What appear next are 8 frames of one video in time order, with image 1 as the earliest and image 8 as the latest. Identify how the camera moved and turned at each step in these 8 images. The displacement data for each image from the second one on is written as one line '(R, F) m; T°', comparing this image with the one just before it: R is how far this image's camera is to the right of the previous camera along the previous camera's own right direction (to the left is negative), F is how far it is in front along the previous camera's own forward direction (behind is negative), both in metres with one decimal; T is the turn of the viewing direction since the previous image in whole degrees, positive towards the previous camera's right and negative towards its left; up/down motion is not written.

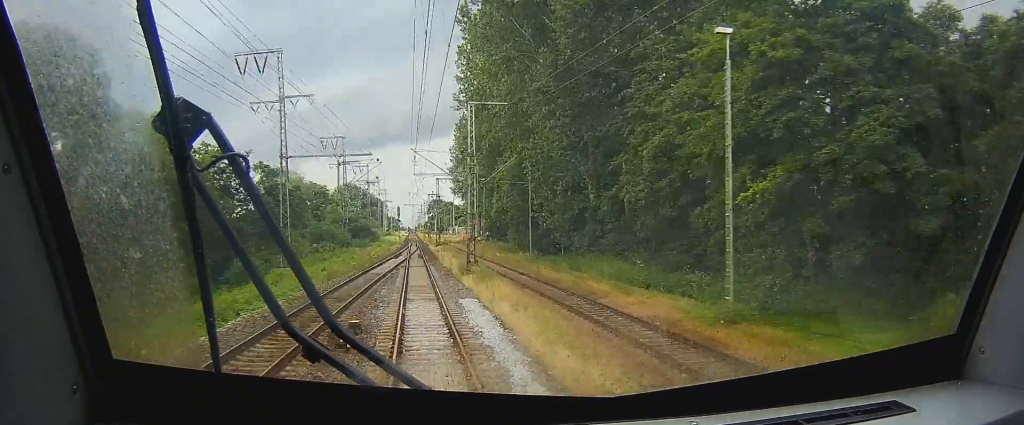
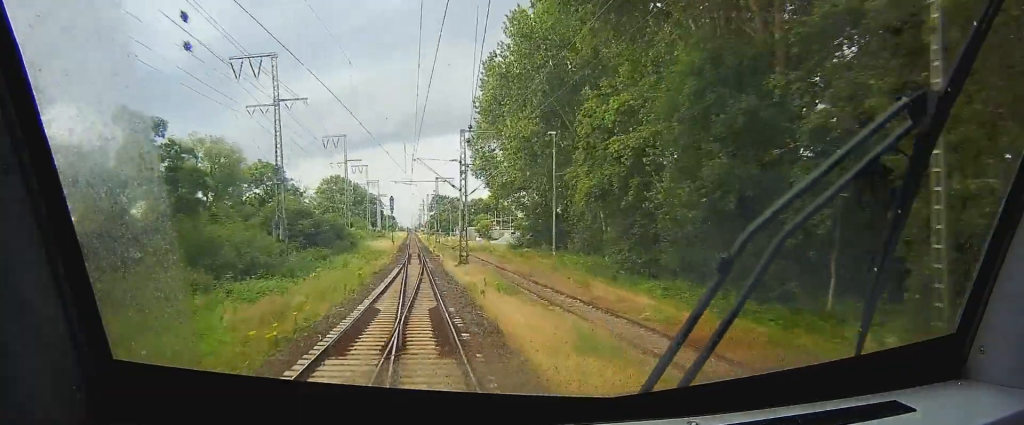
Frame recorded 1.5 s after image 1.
(-0.1, +47.3) m; 0°
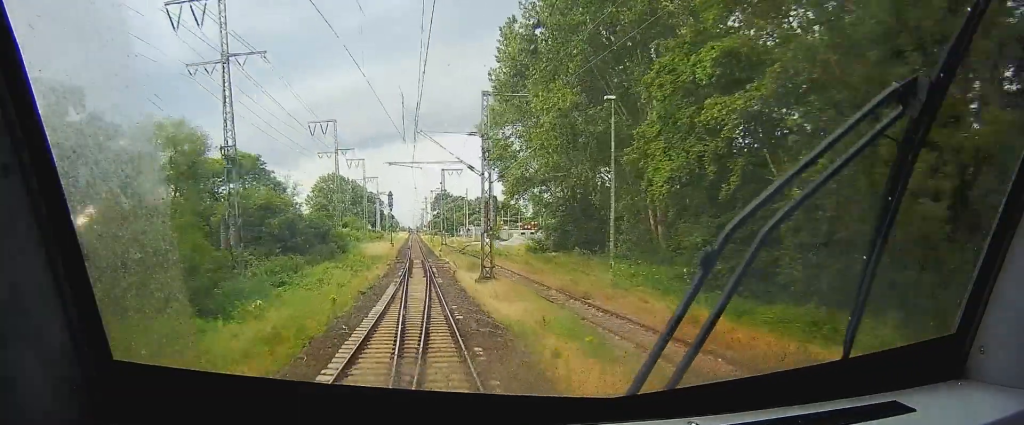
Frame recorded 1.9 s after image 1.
(0.0, +14.1) m; 0°
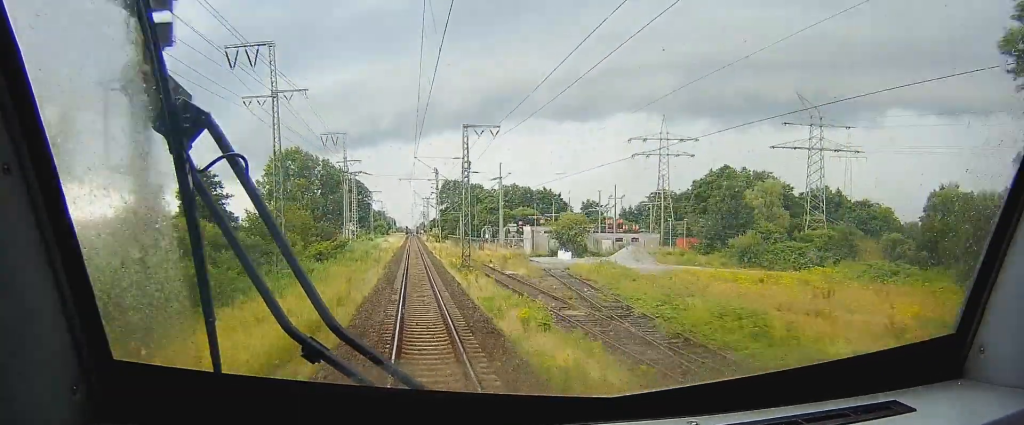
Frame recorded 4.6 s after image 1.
(+0.3, +87.7) m; 0°
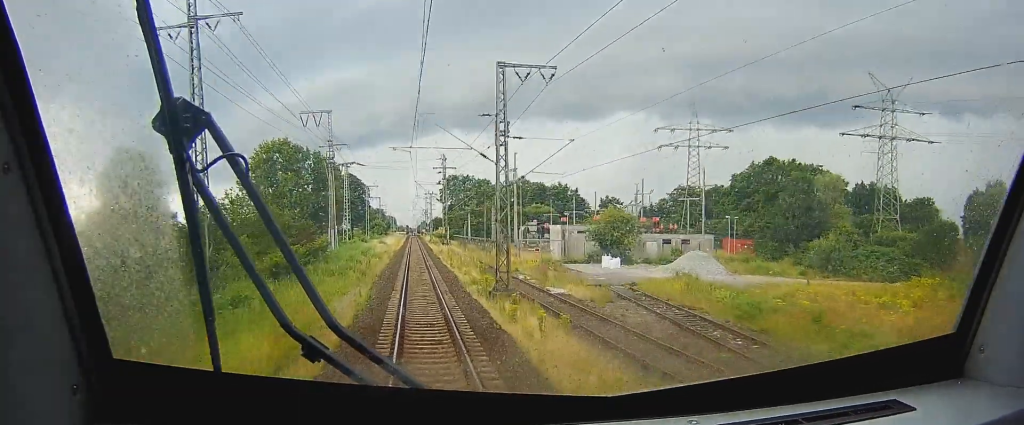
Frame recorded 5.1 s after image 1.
(0.0, +19.0) m; 0°
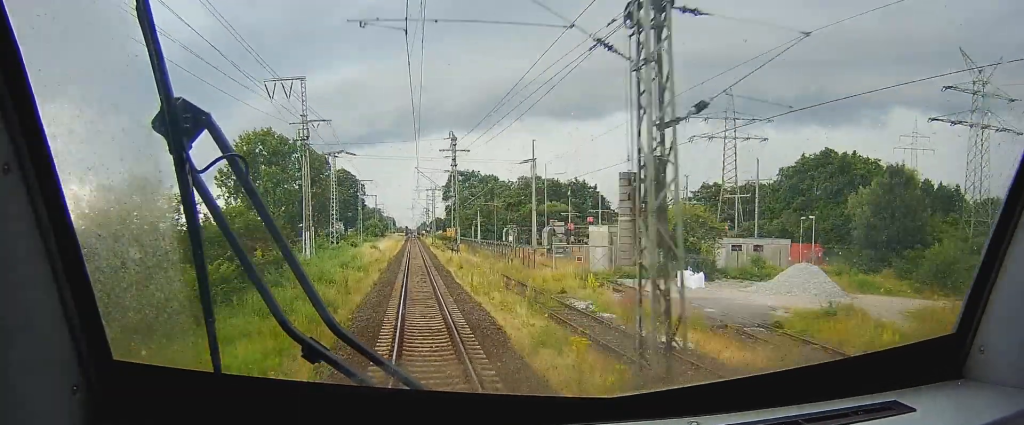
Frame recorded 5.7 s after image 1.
(+0.1, +19.0) m; 0°
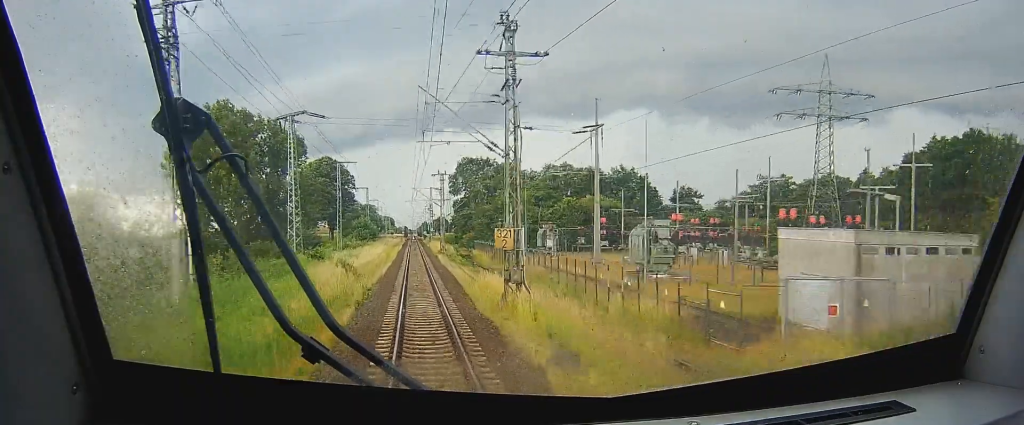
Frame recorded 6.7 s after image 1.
(-0.1, +34.6) m; 0°
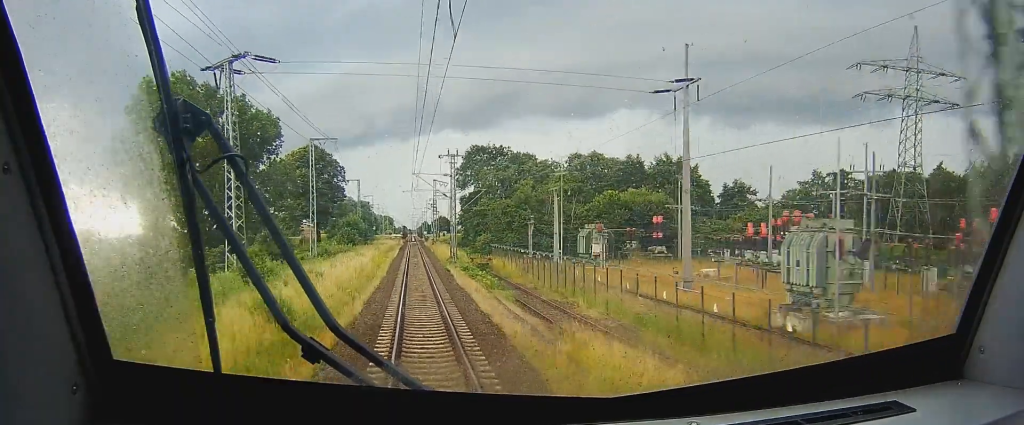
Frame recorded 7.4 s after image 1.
(-0.1, +23.5) m; 0°
